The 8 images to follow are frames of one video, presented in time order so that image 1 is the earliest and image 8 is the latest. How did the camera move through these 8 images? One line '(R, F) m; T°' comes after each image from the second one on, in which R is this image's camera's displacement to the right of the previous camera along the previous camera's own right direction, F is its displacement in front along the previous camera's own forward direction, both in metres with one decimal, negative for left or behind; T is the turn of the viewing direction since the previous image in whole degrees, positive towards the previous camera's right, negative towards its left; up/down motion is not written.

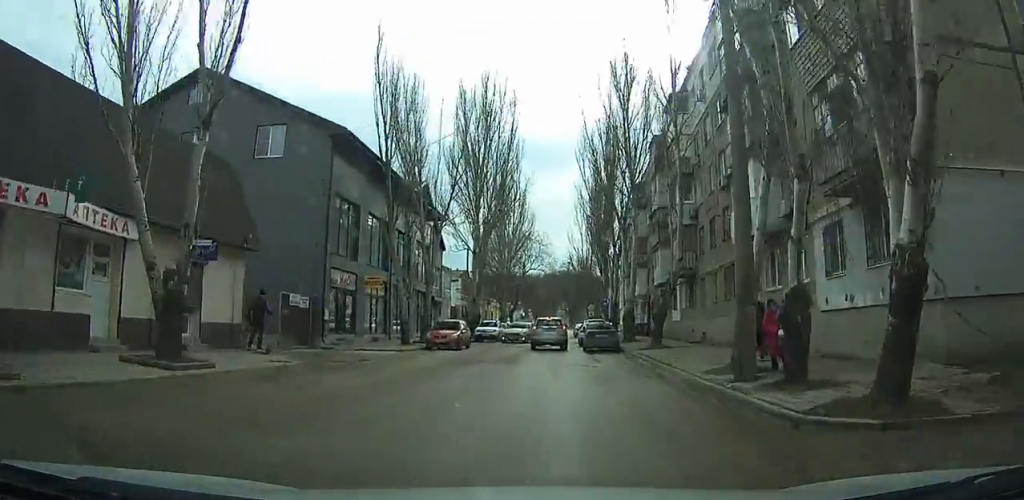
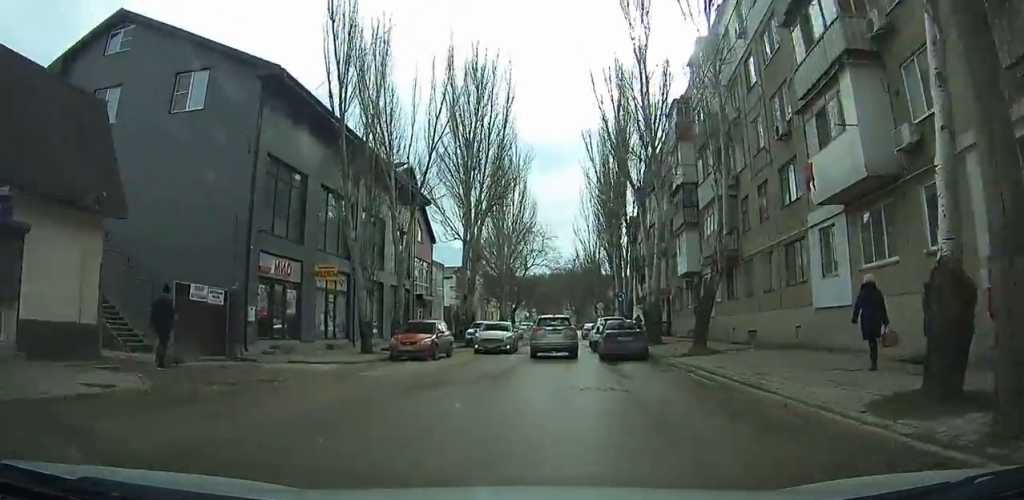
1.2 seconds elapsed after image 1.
(0.0, +6.5) m; 0°
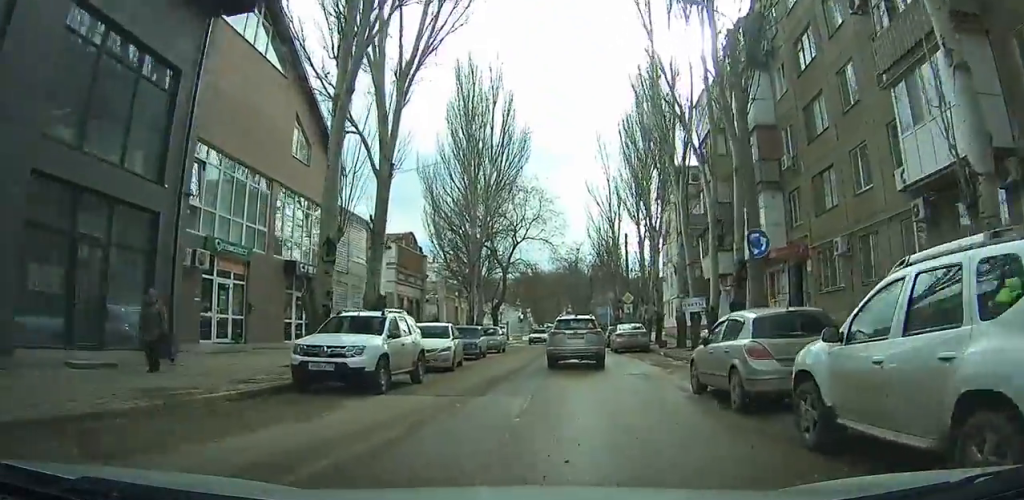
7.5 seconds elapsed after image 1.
(-0.9, +28.8) m; 0°
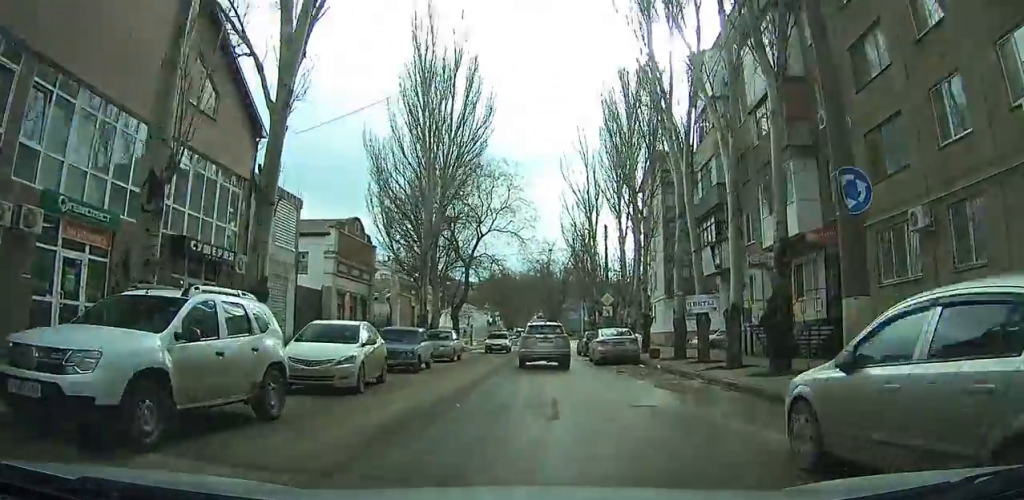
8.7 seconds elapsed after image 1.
(+0.2, +6.1) m; 0°
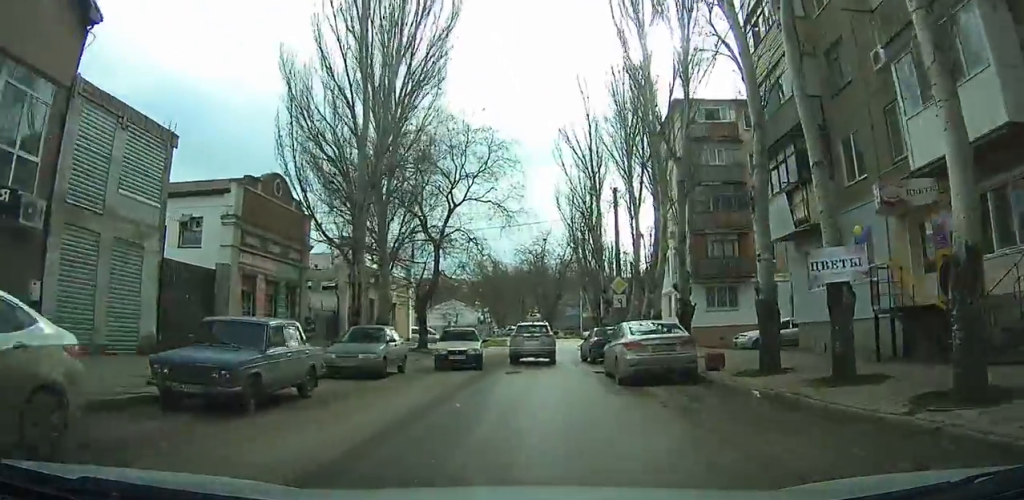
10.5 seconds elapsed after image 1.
(-0.2, +9.5) m; -2°
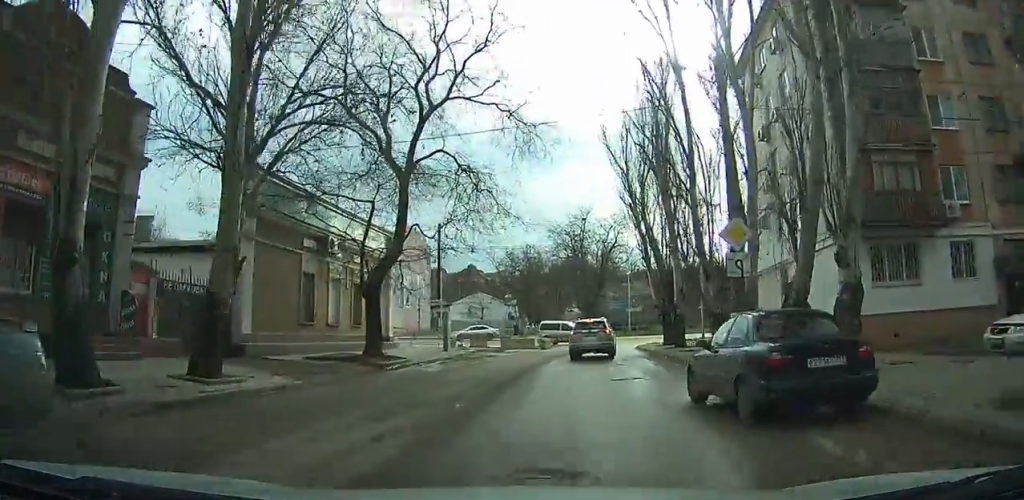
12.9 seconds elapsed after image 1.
(-0.2, +13.2) m; 0°
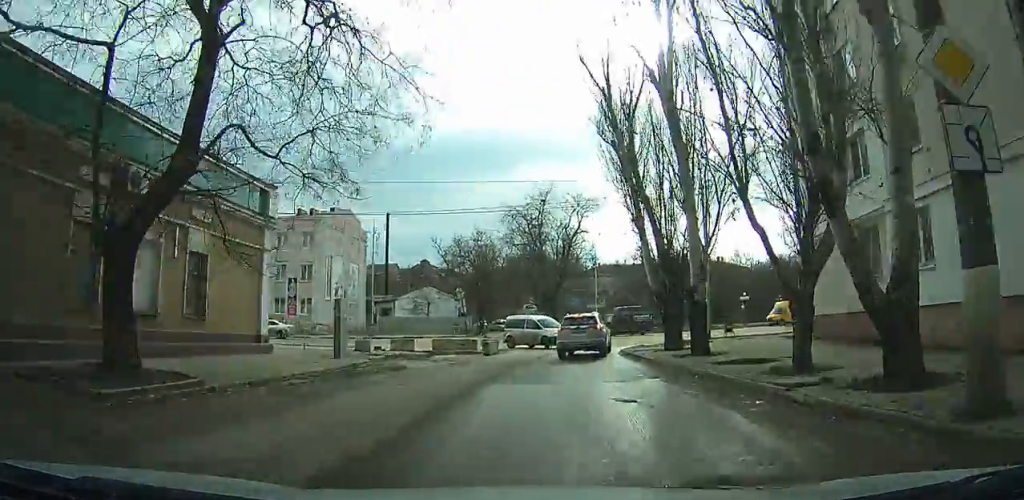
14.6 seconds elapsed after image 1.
(0.0, +8.8) m; +4°
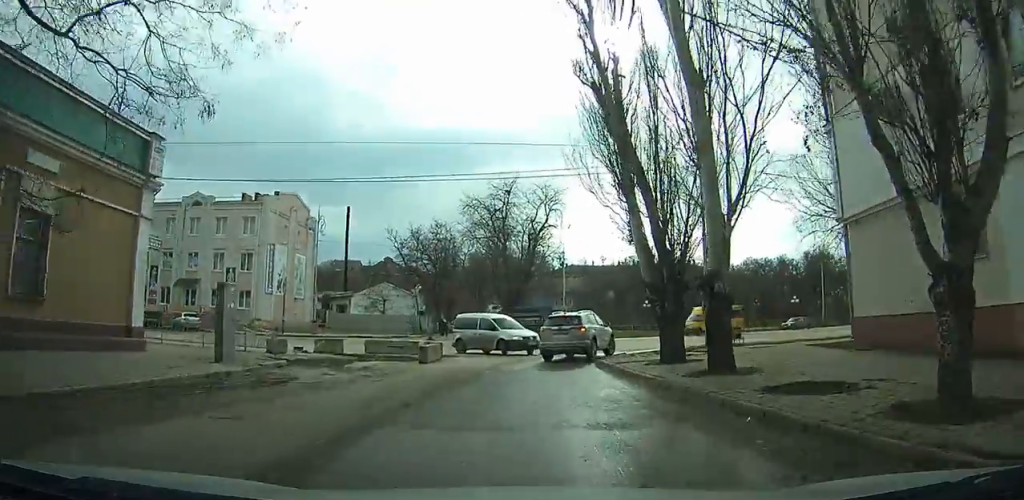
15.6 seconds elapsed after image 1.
(+0.4, +4.3) m; +3°
